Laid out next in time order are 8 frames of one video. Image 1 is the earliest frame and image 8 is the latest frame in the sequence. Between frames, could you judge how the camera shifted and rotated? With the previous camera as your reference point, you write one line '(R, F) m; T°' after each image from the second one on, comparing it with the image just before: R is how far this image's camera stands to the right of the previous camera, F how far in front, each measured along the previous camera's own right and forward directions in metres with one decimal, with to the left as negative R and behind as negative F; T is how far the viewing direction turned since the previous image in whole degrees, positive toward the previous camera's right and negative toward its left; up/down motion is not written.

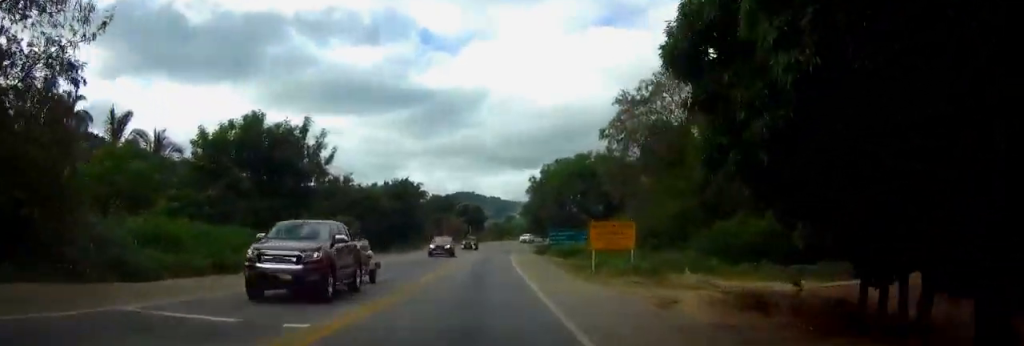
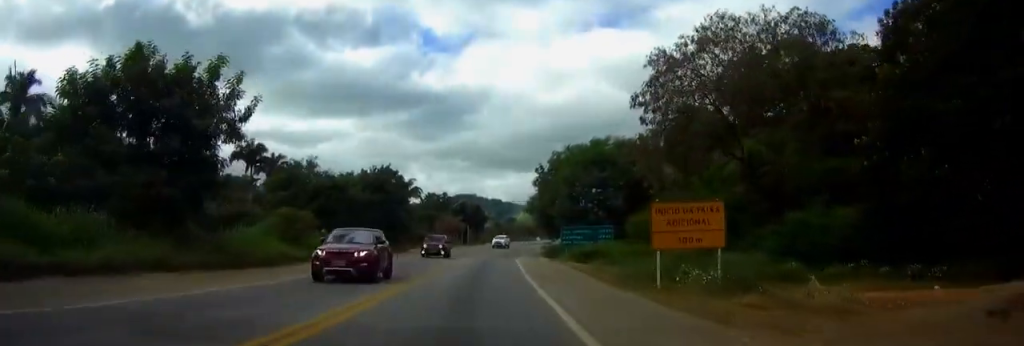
(-0.1, +14.4) m; -1°
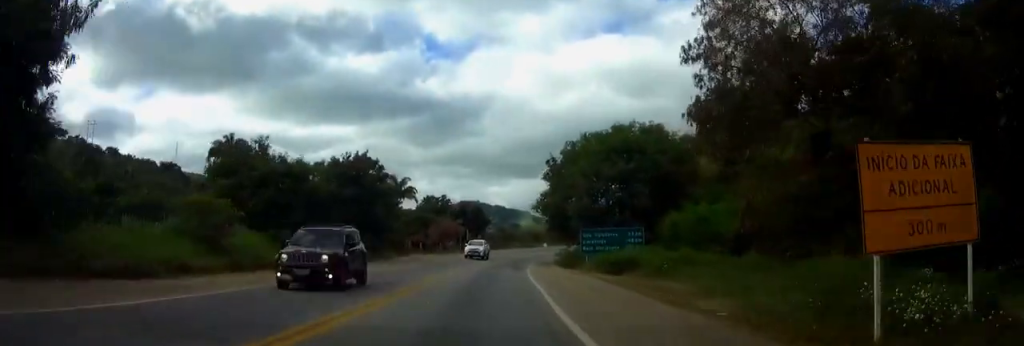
(-0.1, +13.0) m; 0°
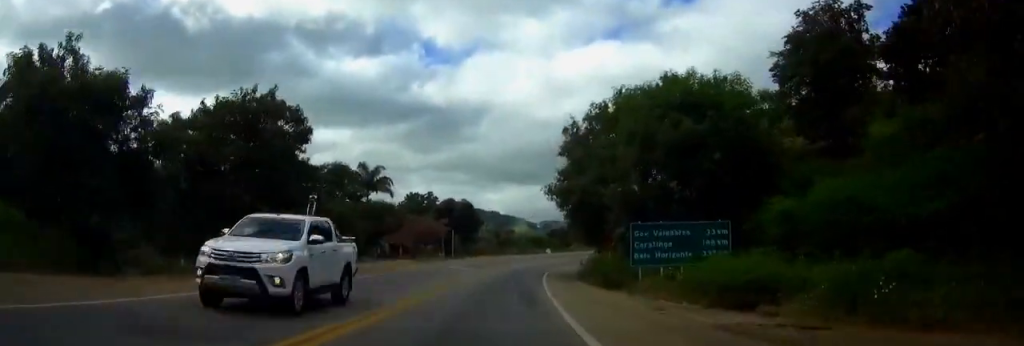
(+0.1, +21.9) m; +1°
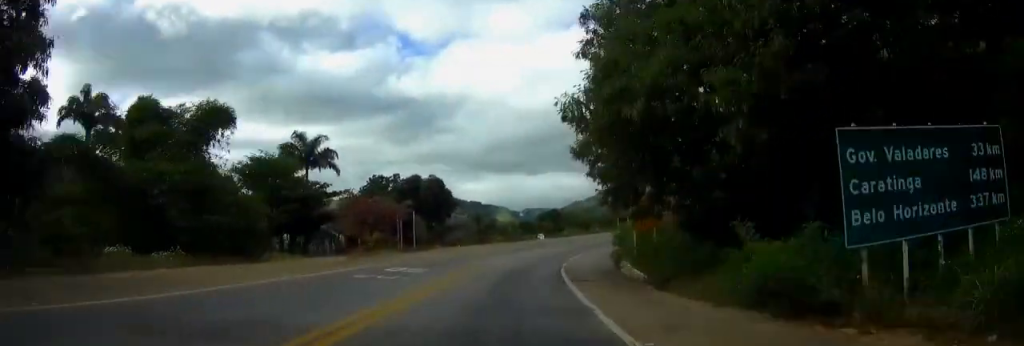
(+0.3, +21.4) m; +3°
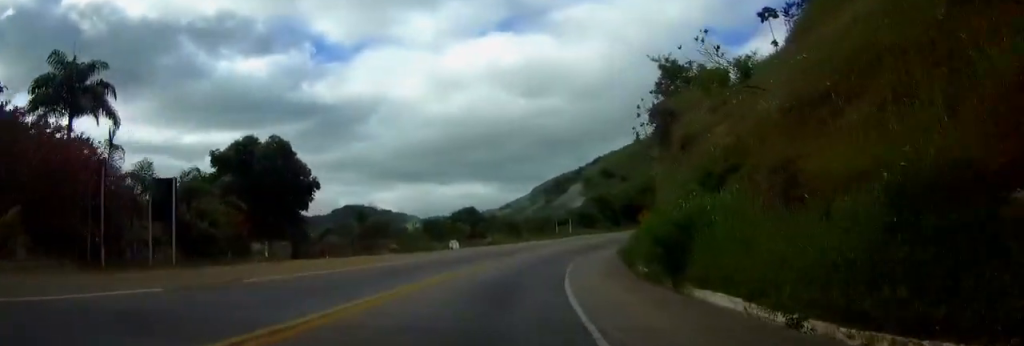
(+2.1, +31.4) m; +8°
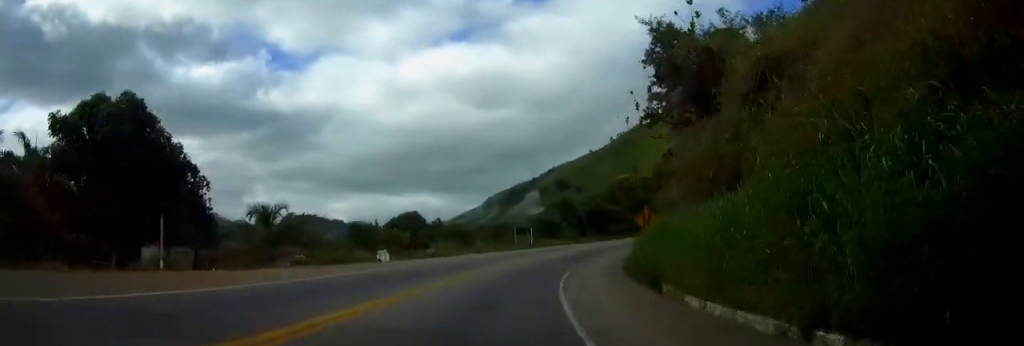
(+0.5, +14.8) m; +4°
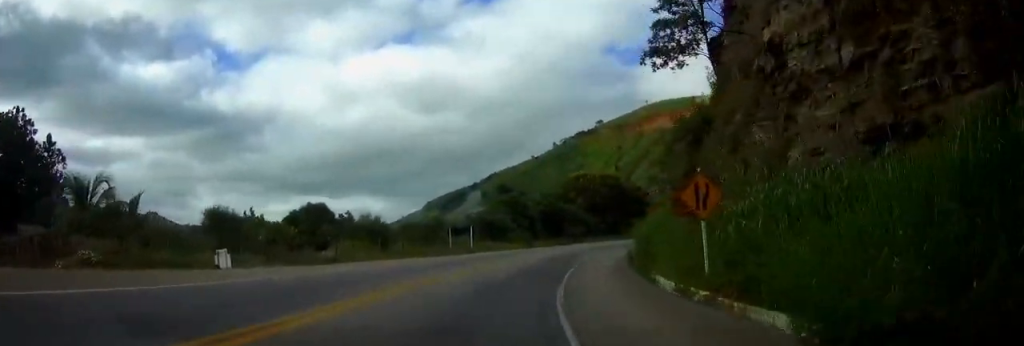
(+0.6, +18.5) m; +5°
